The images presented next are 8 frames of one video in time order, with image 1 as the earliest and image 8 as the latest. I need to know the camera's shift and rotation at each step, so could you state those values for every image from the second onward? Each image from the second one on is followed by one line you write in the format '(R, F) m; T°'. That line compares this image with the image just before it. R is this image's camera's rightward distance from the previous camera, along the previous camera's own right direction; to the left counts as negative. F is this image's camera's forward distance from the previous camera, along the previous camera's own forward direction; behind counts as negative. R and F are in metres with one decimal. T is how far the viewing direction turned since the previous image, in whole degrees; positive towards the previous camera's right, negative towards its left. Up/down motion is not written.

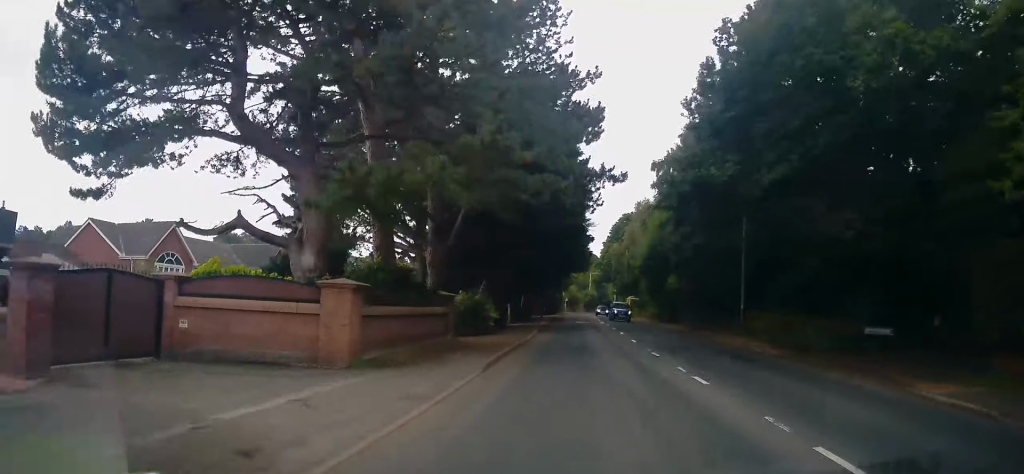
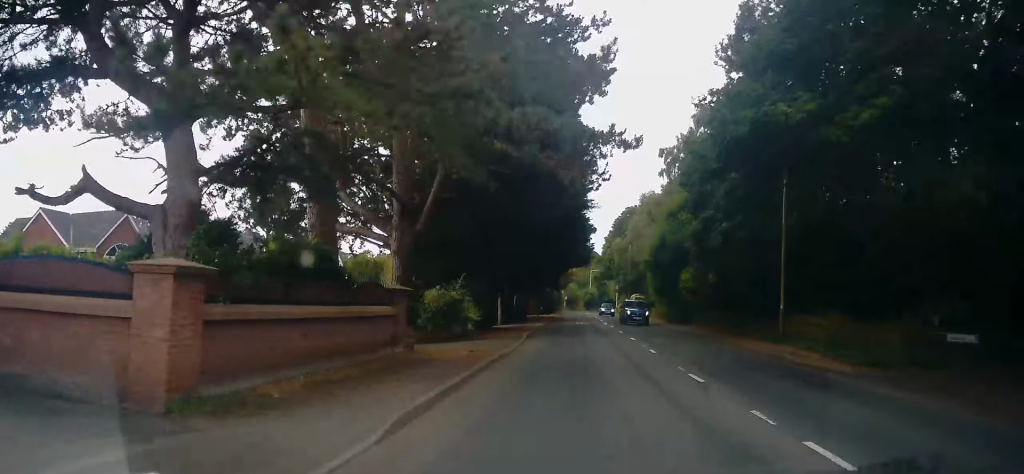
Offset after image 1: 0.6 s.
(-0.2, +5.7) m; -1°
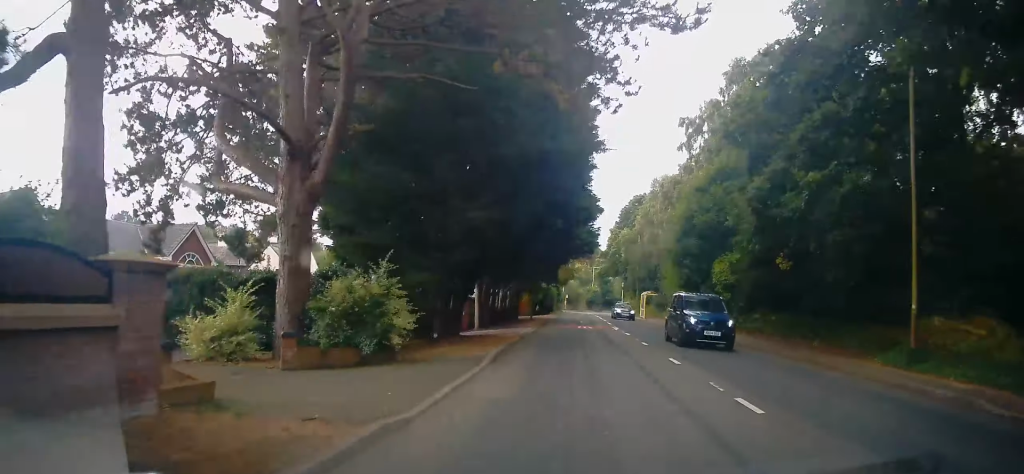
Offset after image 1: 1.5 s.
(+0.2, +9.8) m; +2°
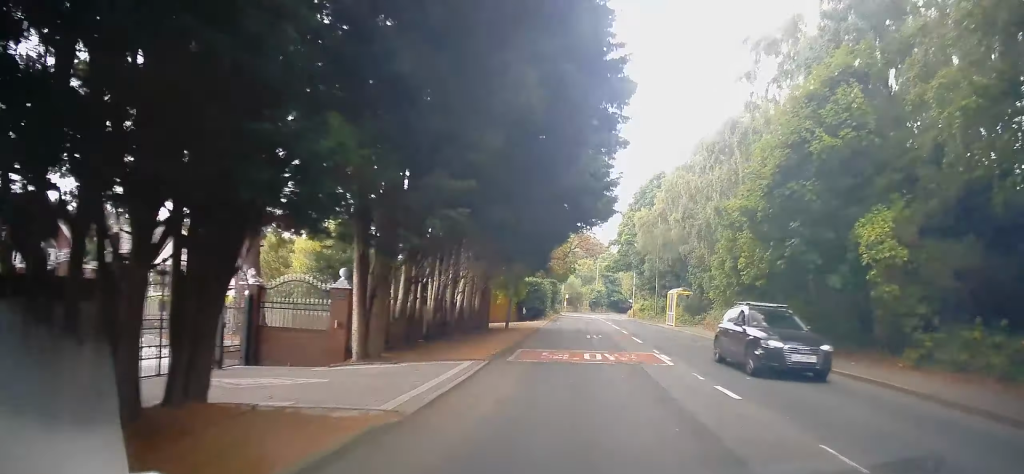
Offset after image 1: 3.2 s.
(+0.5, +16.9) m; 0°
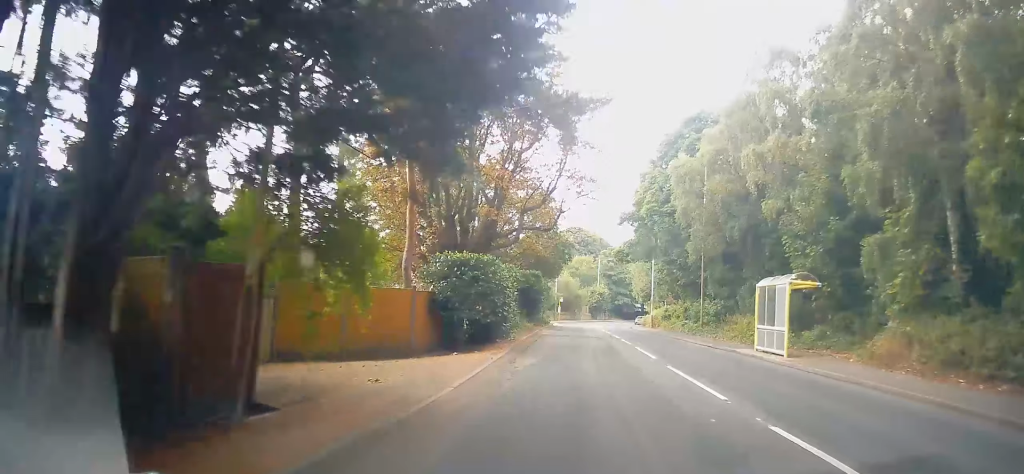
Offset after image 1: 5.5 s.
(+0.3, +22.5) m; 0°
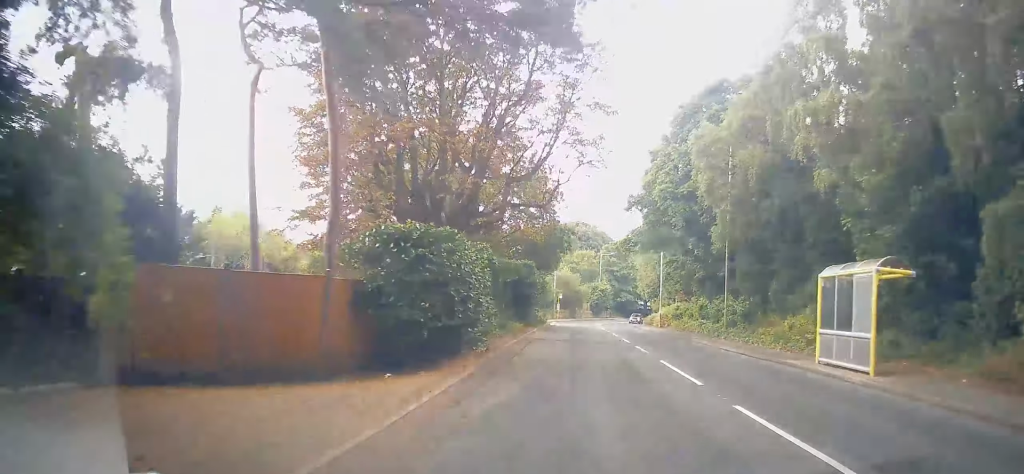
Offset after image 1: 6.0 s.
(-0.3, +5.9) m; 0°
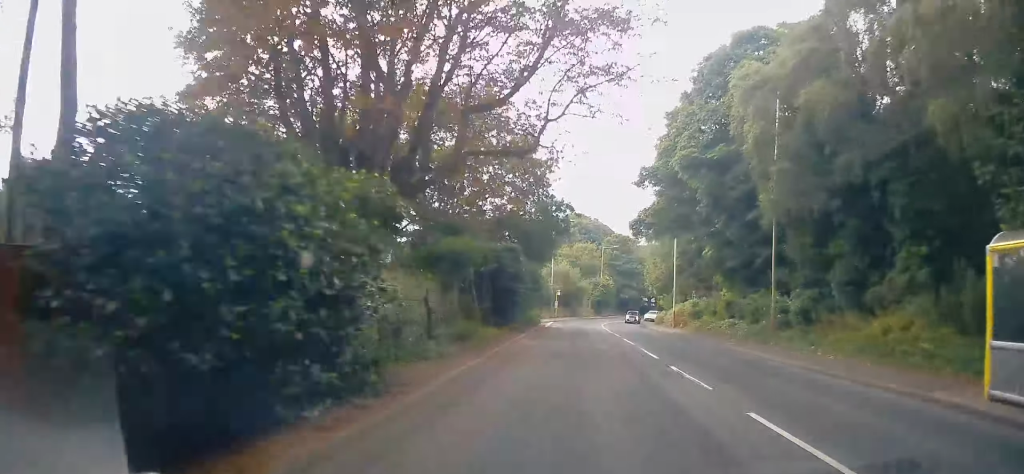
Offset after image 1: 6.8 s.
(-0.1, +7.6) m; 0°
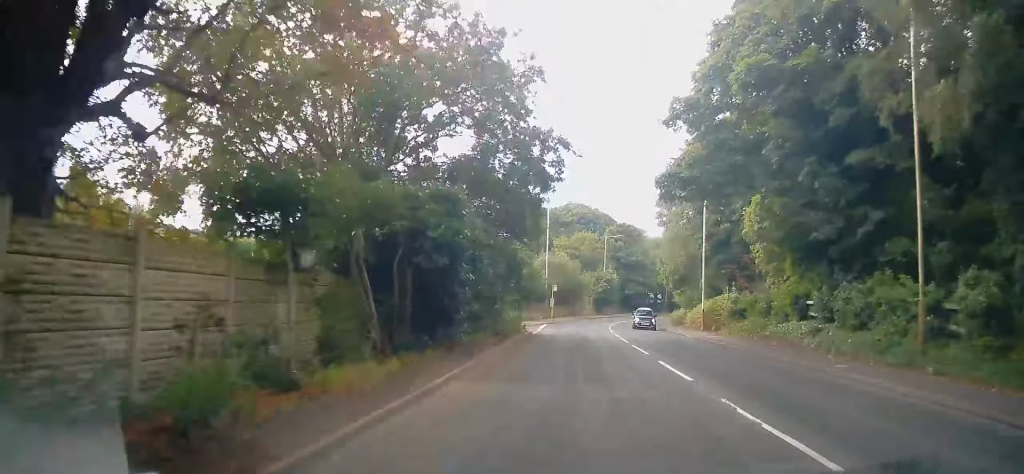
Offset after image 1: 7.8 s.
(+0.2, +11.1) m; -1°
